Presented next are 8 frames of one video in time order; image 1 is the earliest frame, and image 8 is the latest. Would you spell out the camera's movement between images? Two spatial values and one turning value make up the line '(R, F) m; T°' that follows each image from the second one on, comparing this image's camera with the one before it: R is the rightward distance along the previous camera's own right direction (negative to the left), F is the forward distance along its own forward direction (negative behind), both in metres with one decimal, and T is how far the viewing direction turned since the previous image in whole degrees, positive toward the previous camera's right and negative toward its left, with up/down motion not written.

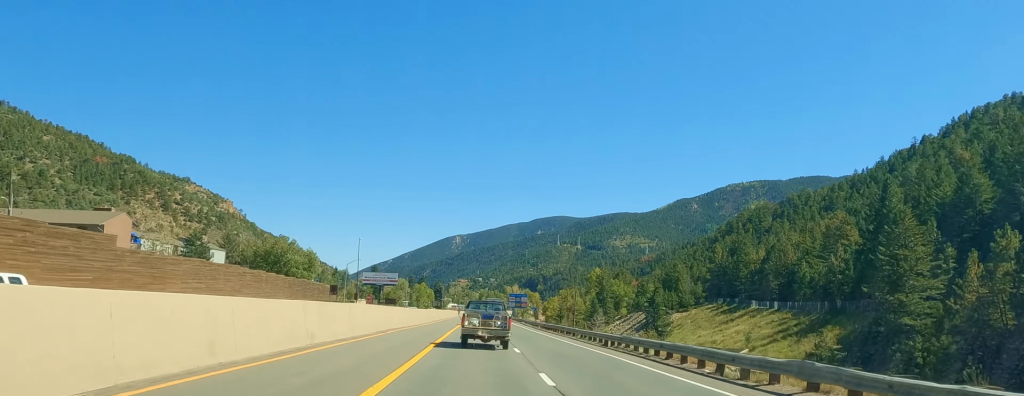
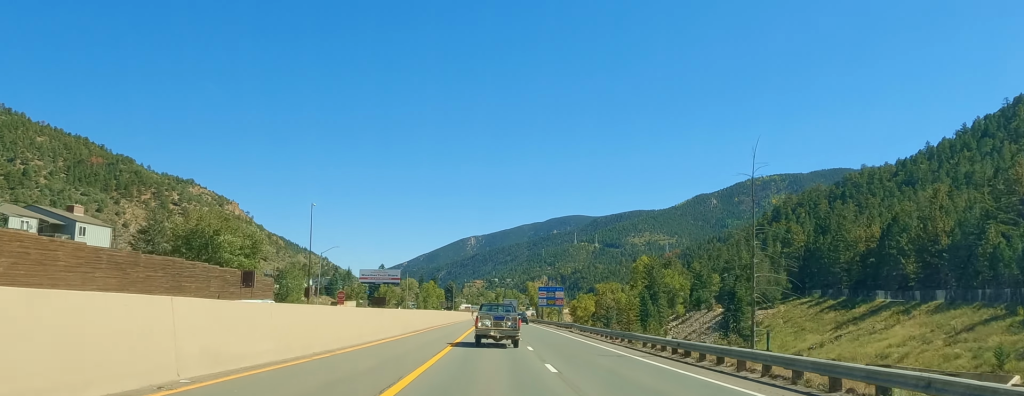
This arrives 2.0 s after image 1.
(-0.9, +46.6) m; 0°
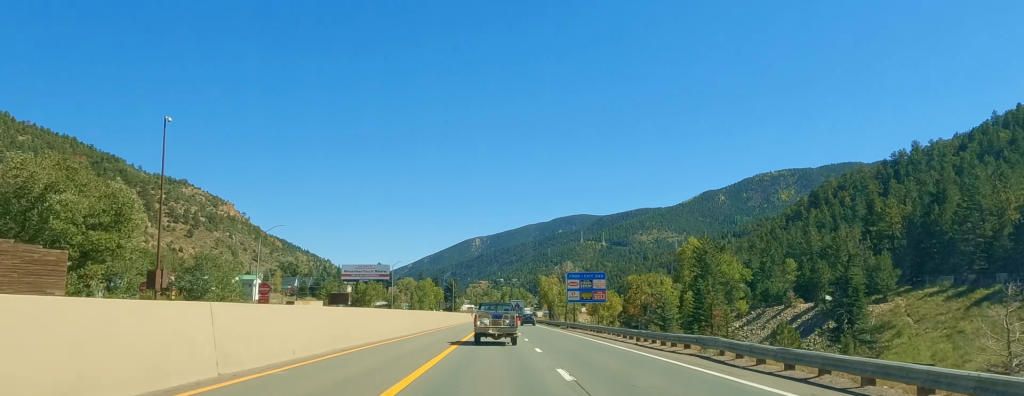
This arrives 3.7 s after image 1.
(+0.8, +39.8) m; +1°
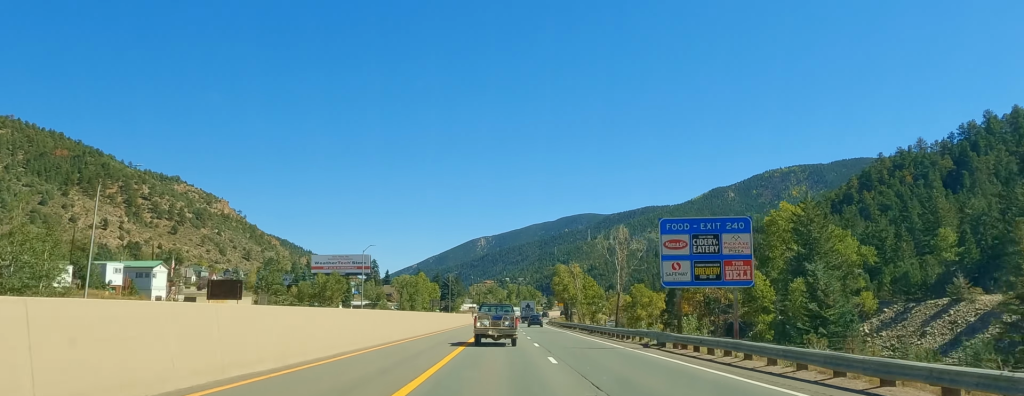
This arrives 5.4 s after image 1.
(0.0, +43.2) m; 0°
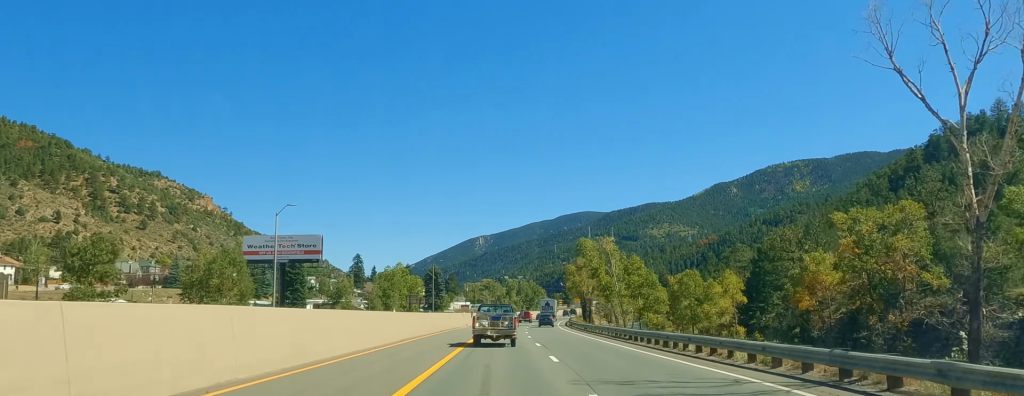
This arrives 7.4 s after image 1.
(-0.2, +48.4) m; 0°
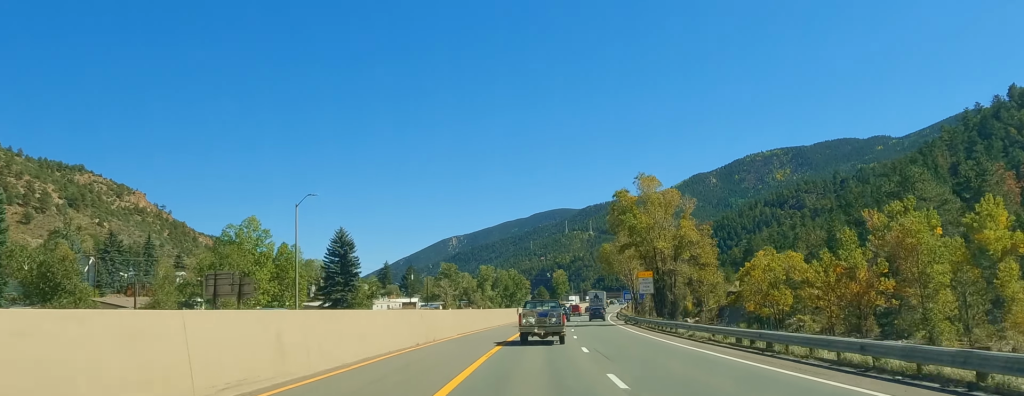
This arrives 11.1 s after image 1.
(+2.3, +95.3) m; +4°
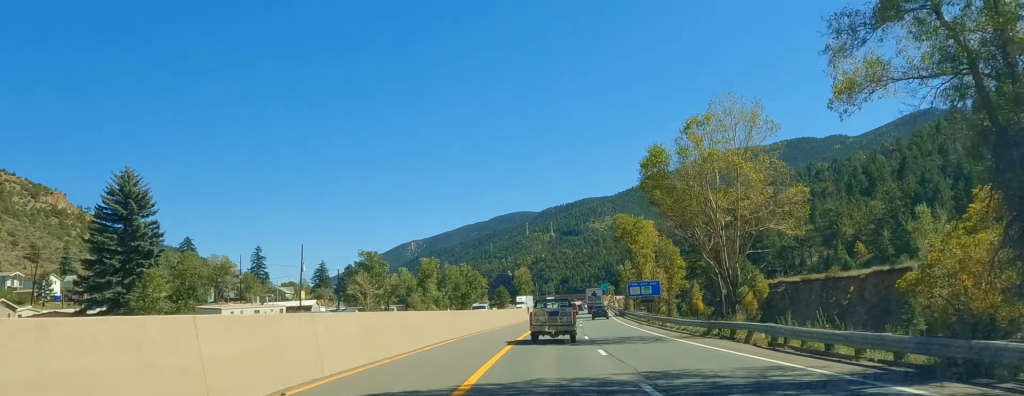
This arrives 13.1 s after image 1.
(+1.5, +52.5) m; +4°
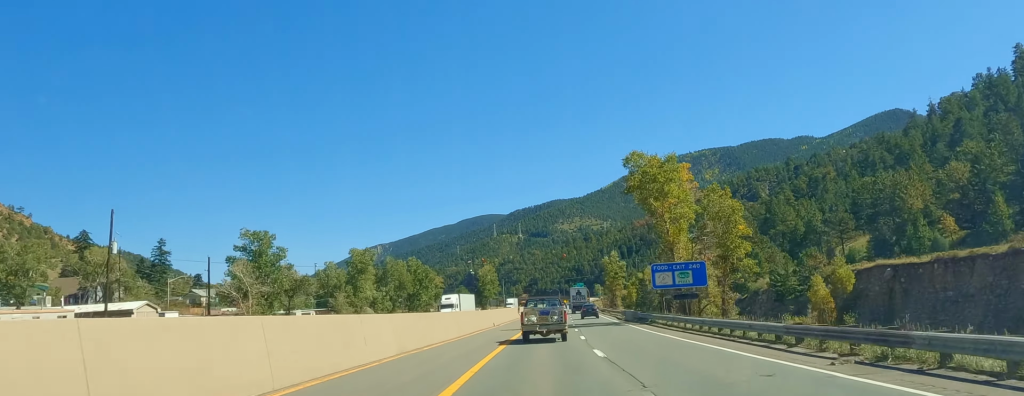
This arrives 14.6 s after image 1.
(+1.1, +38.7) m; +2°
